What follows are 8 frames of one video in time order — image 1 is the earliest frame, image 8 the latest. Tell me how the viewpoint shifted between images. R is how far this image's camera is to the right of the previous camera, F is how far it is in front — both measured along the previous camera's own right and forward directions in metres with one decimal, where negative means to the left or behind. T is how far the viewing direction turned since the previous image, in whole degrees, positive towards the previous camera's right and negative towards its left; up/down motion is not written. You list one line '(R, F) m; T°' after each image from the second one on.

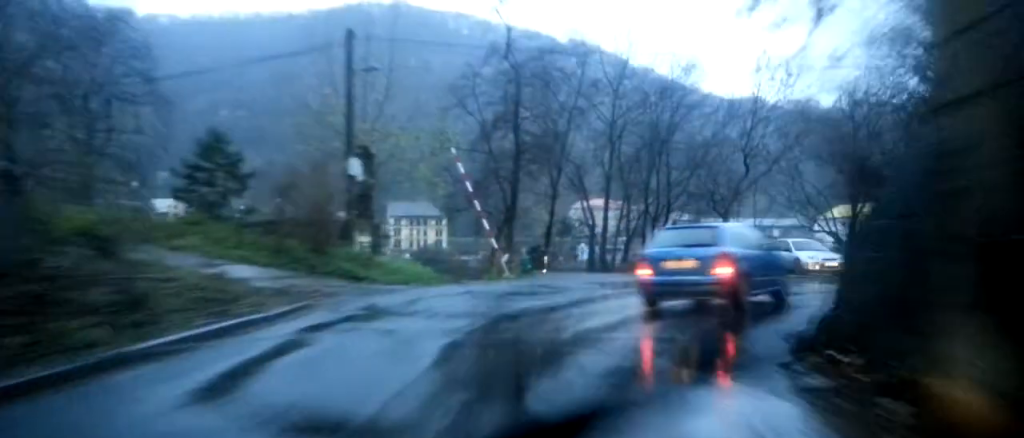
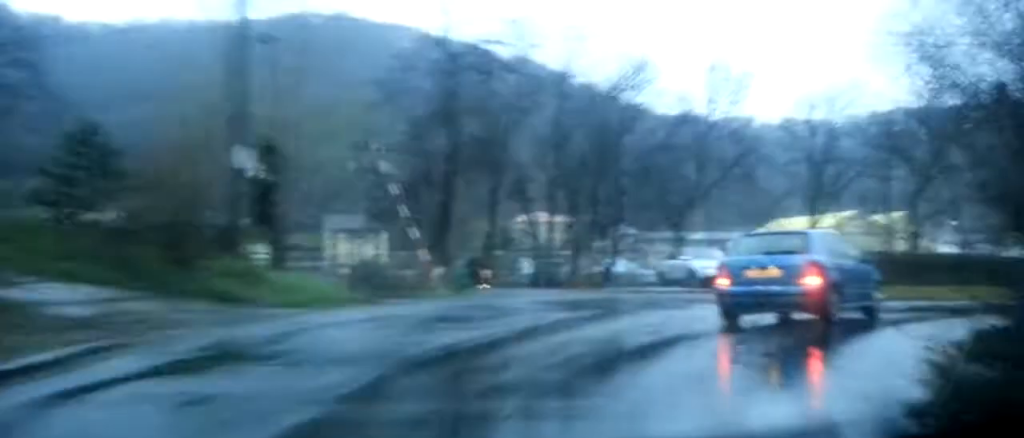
(-0.2, +5.7) m; +8°
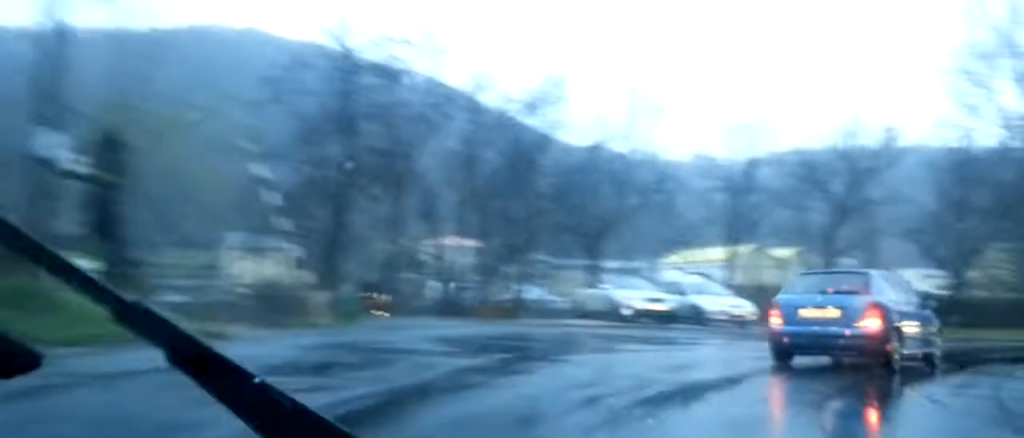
(+0.9, +4.4) m; +10°
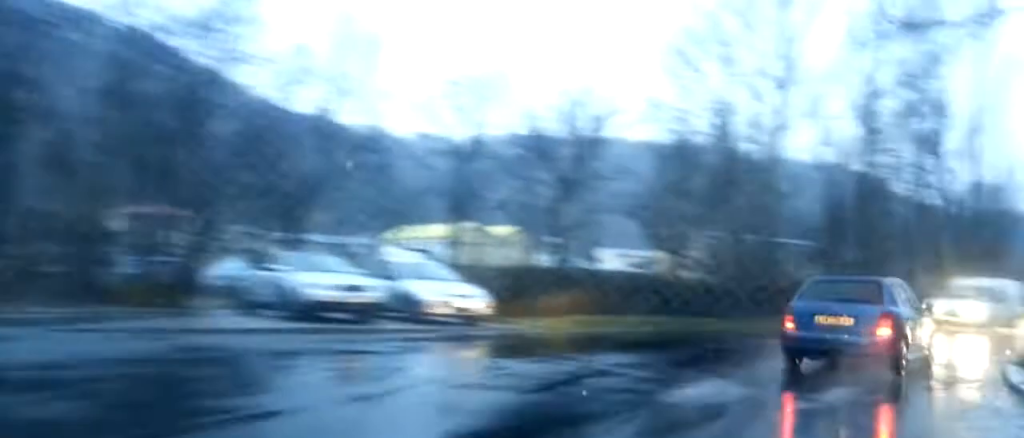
(+1.7, +9.2) m; +20°
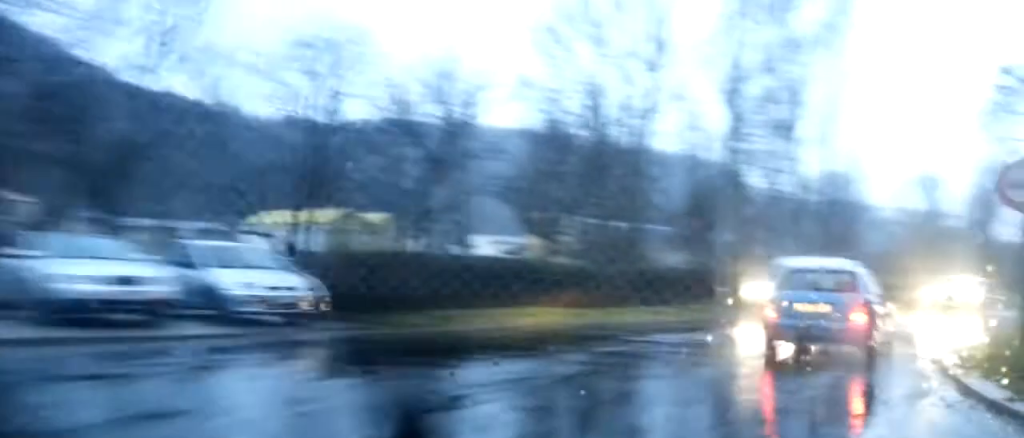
(0.0, +4.3) m; +9°
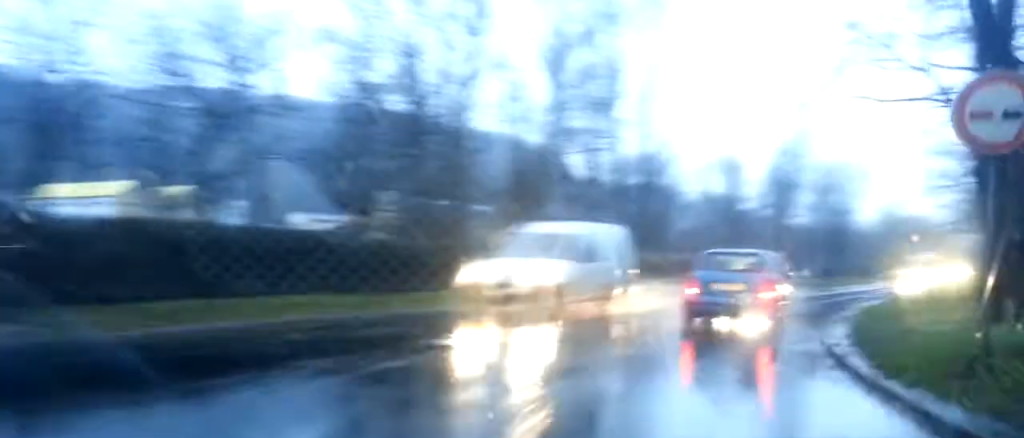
(+0.9, +5.6) m; +11°
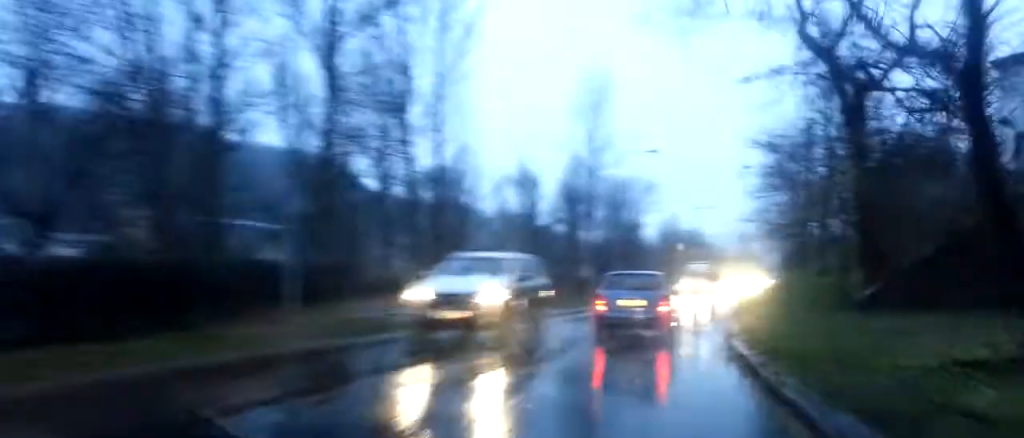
(+1.5, +9.2) m; +13°
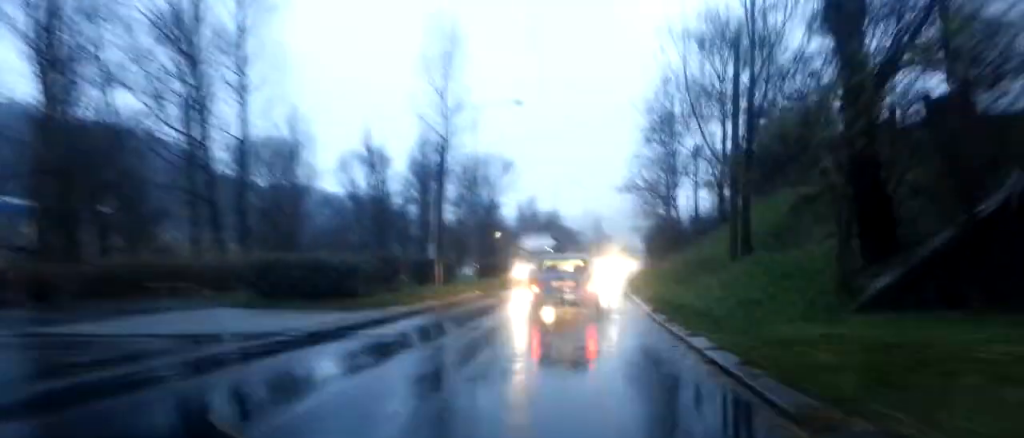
(+1.0, +12.4) m; +8°
